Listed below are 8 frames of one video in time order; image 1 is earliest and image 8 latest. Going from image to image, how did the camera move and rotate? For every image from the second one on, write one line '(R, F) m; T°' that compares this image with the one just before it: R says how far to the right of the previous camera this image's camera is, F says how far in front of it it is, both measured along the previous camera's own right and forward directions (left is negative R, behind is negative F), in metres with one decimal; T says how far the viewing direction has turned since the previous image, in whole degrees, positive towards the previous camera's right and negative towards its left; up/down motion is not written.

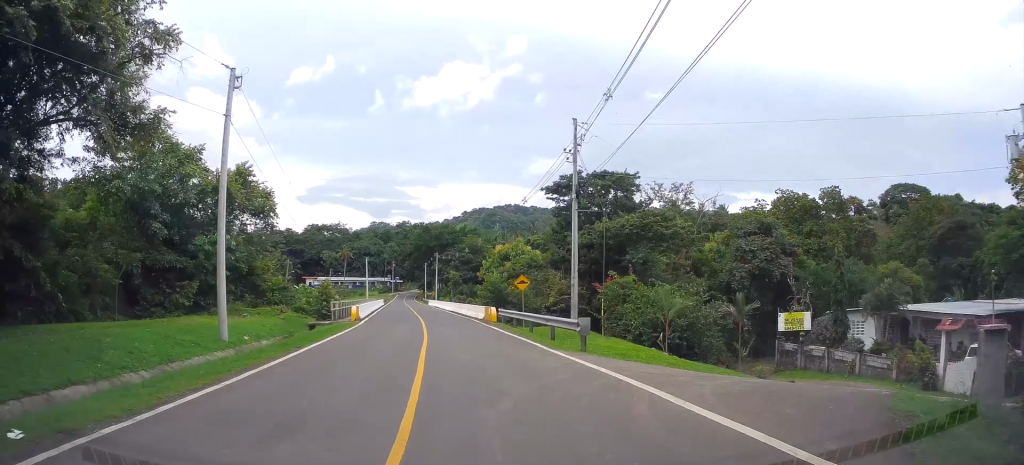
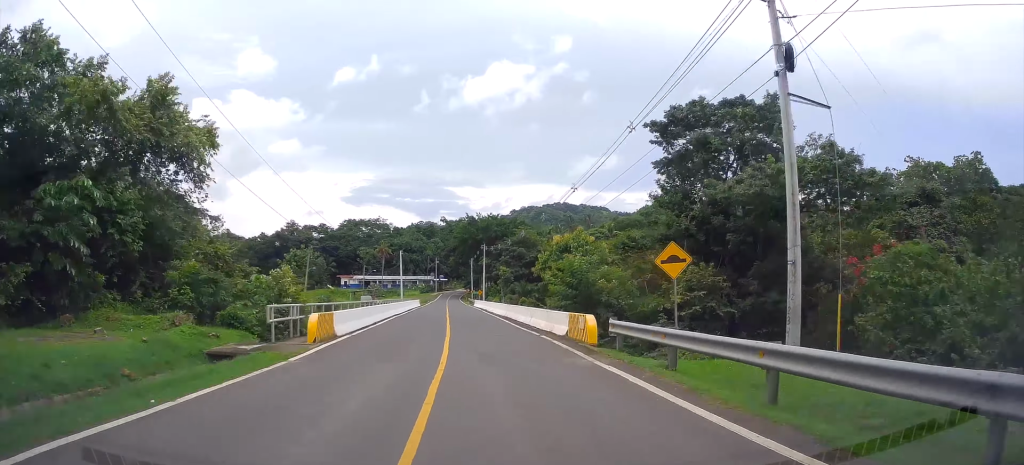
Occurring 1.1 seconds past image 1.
(-1.9, +17.4) m; -6°
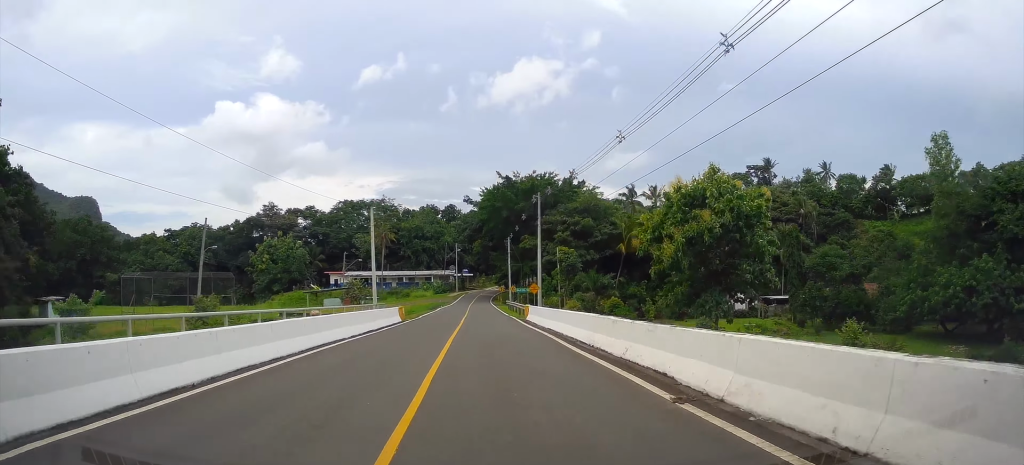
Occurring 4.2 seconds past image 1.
(-6.4, +45.5) m; -8°
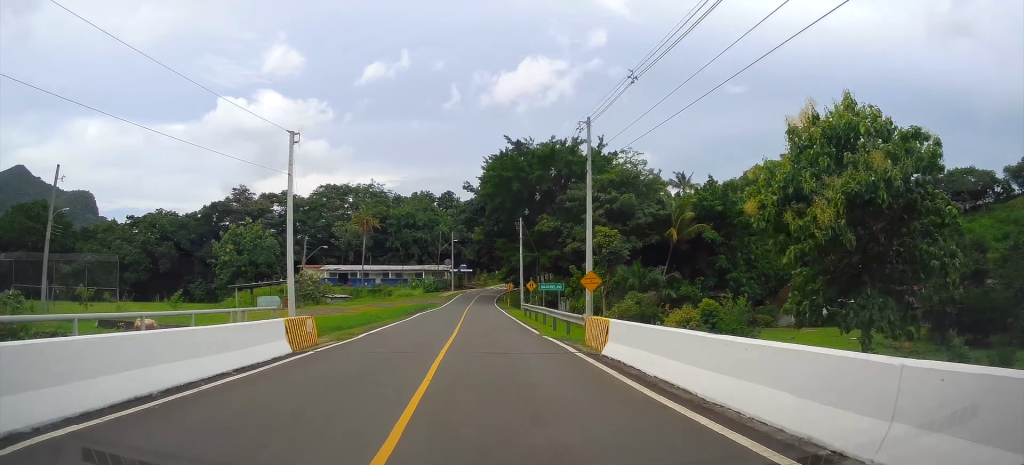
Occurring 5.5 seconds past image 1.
(-0.2, +20.4) m; 0°
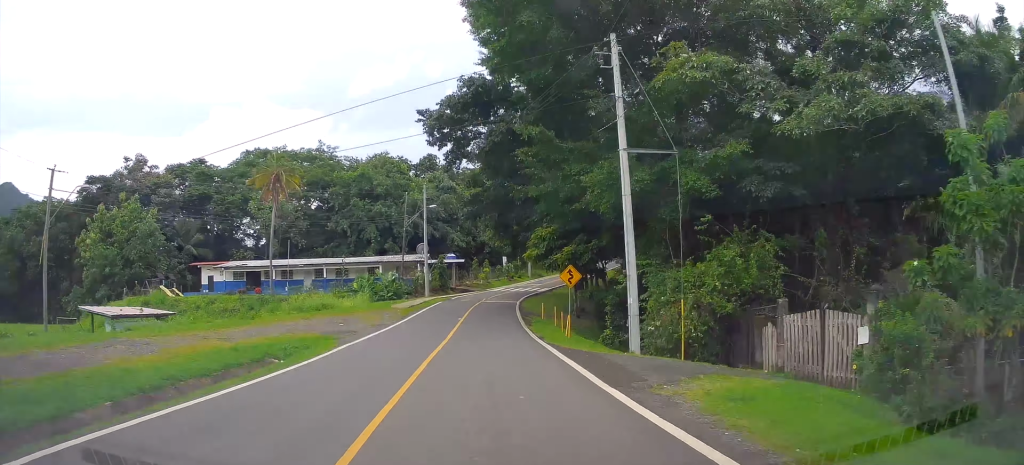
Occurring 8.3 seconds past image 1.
(+0.3, +38.7) m; +1°
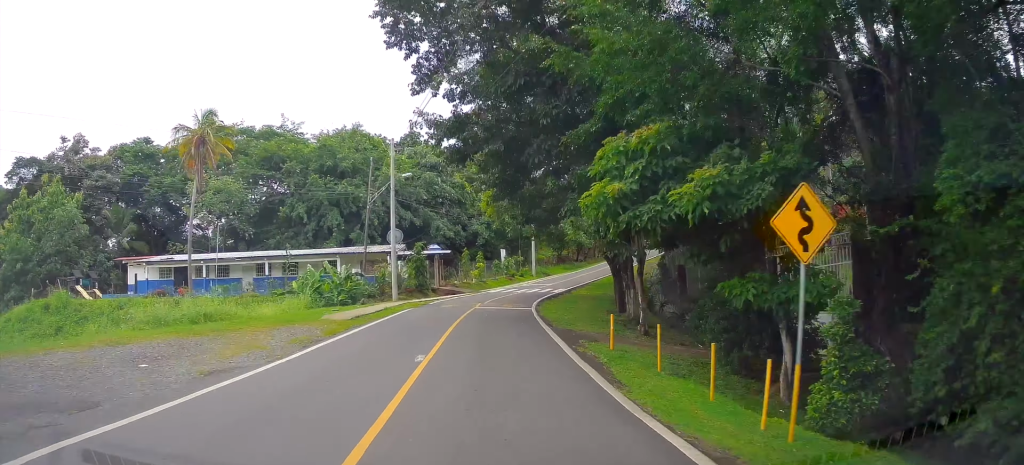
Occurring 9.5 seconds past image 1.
(+0.2, +14.0) m; +1°
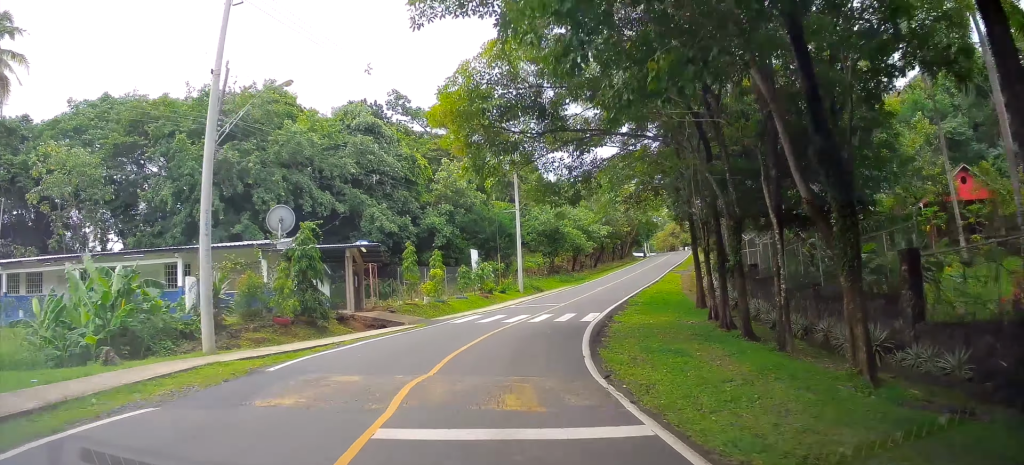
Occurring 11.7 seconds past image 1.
(+0.3, +22.7) m; +3°
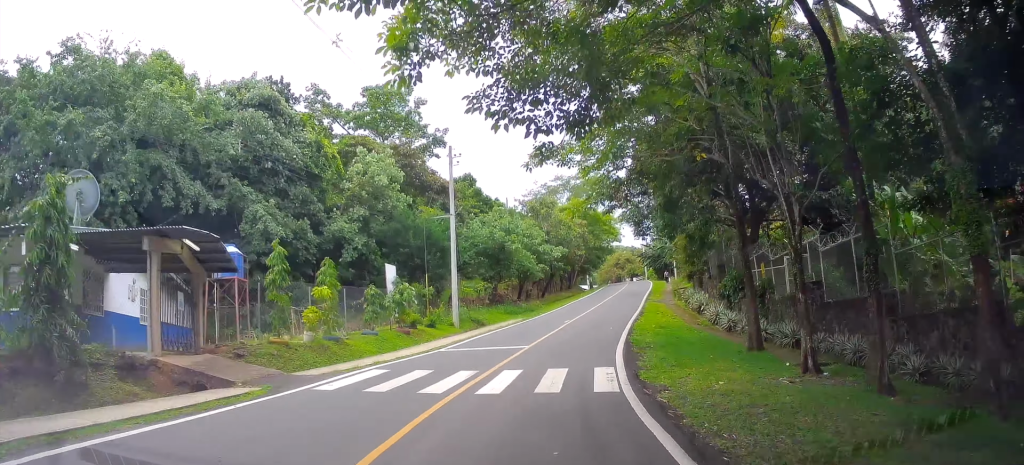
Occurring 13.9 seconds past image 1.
(+0.6, +17.3) m; +6°
